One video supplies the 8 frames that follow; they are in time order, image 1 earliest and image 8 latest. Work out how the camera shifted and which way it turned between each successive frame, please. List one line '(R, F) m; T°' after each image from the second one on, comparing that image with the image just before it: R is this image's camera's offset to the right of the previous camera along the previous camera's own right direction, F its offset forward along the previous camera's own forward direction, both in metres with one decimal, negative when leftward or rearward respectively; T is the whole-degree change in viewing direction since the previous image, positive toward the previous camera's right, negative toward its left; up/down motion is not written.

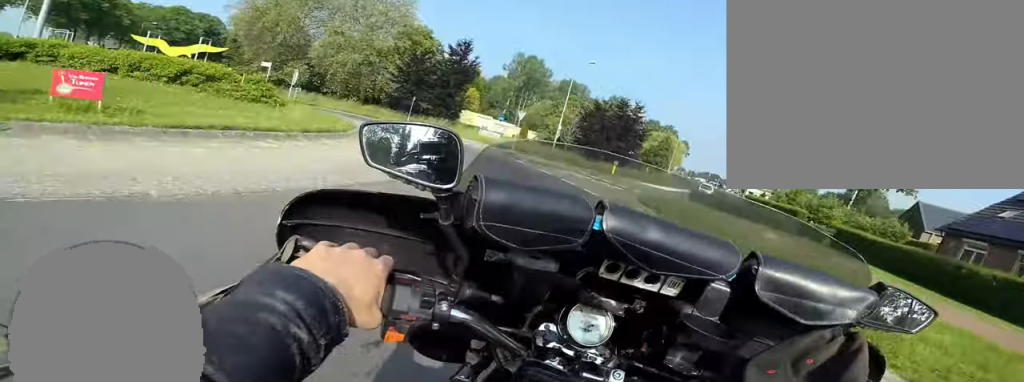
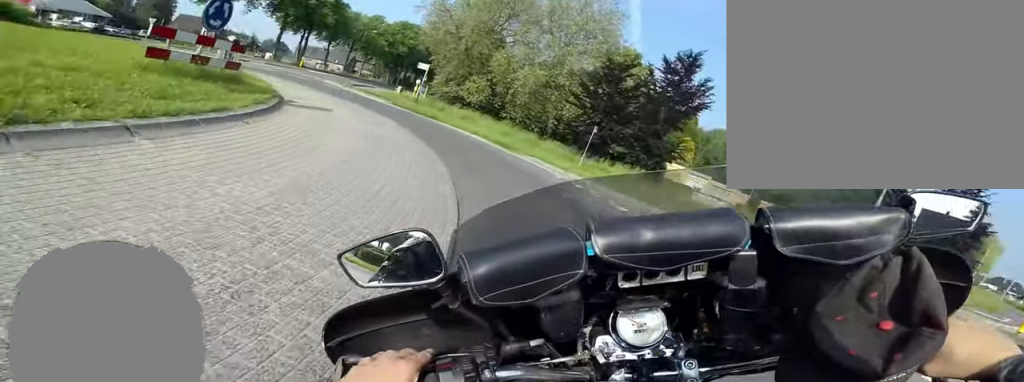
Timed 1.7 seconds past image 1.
(-3.9, +11.9) m; -36°
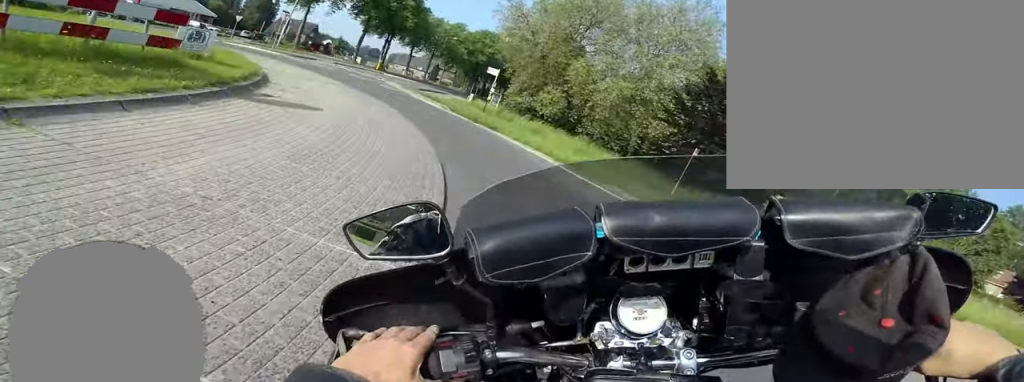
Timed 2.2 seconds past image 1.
(-0.3, +3.2) m; -6°
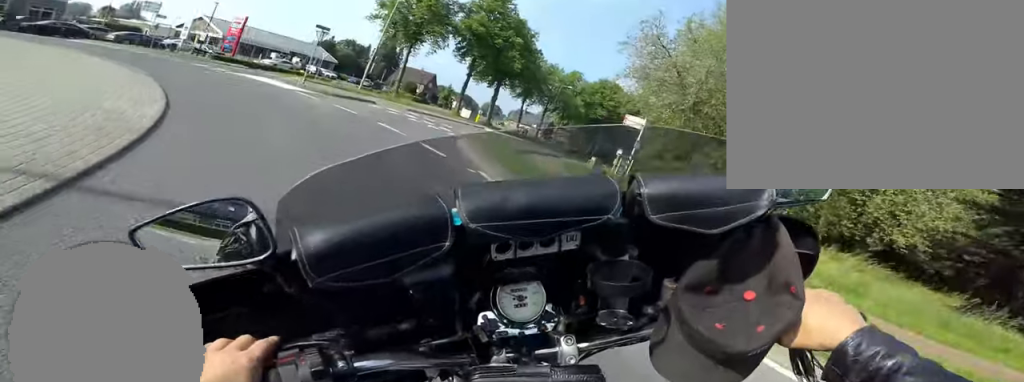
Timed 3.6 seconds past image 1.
(-0.4, +9.9) m; -9°
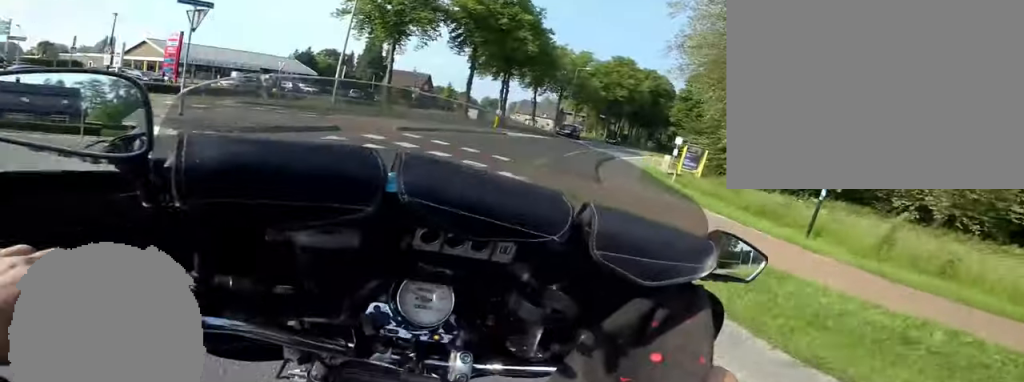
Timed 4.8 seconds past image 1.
(-1.0, +8.0) m; -11°
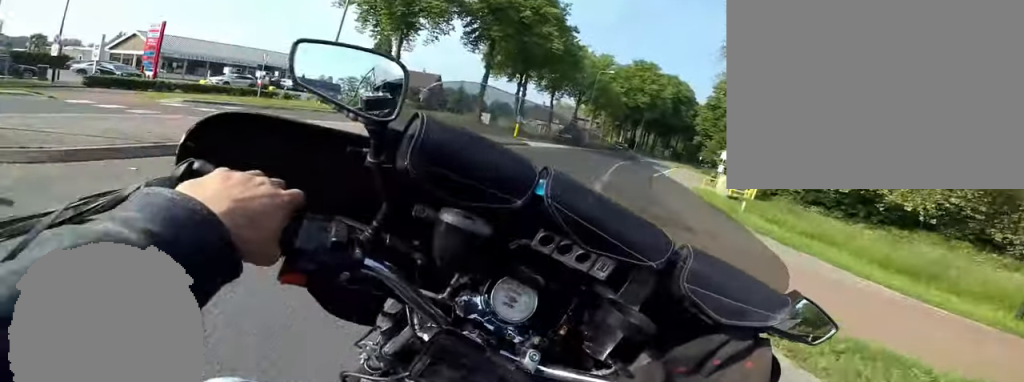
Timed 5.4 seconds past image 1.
(-0.1, +4.3) m; +1°
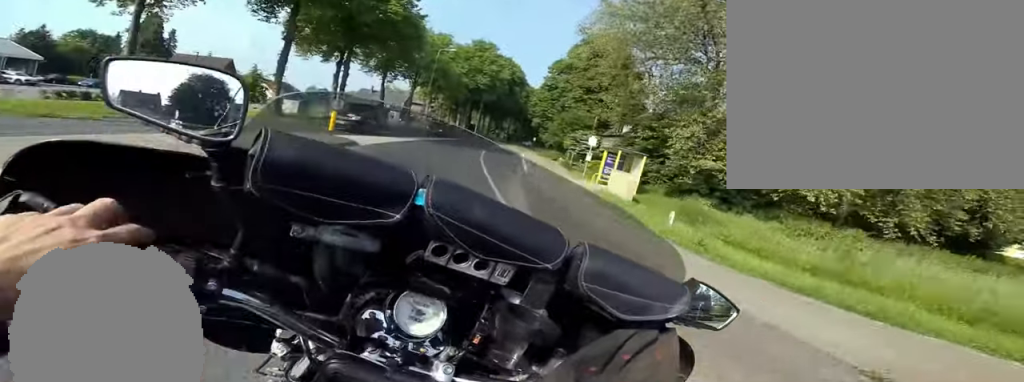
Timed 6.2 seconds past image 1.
(+0.2, +6.7) m; +7°
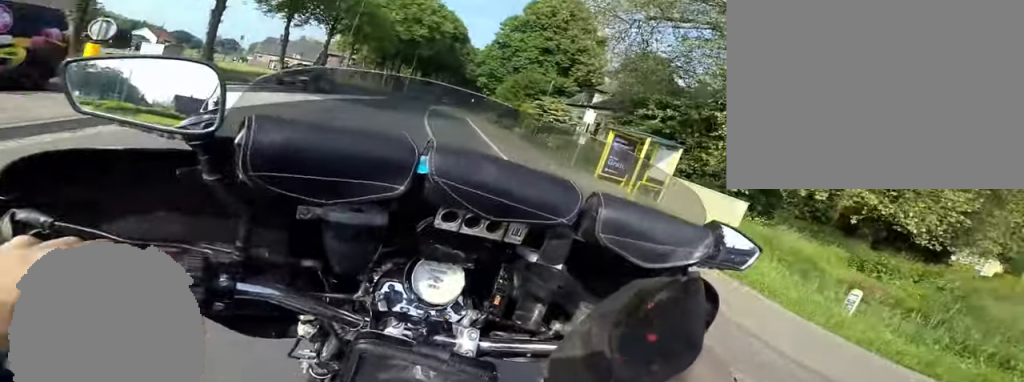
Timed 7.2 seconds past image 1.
(+0.8, +7.8) m; +12°
